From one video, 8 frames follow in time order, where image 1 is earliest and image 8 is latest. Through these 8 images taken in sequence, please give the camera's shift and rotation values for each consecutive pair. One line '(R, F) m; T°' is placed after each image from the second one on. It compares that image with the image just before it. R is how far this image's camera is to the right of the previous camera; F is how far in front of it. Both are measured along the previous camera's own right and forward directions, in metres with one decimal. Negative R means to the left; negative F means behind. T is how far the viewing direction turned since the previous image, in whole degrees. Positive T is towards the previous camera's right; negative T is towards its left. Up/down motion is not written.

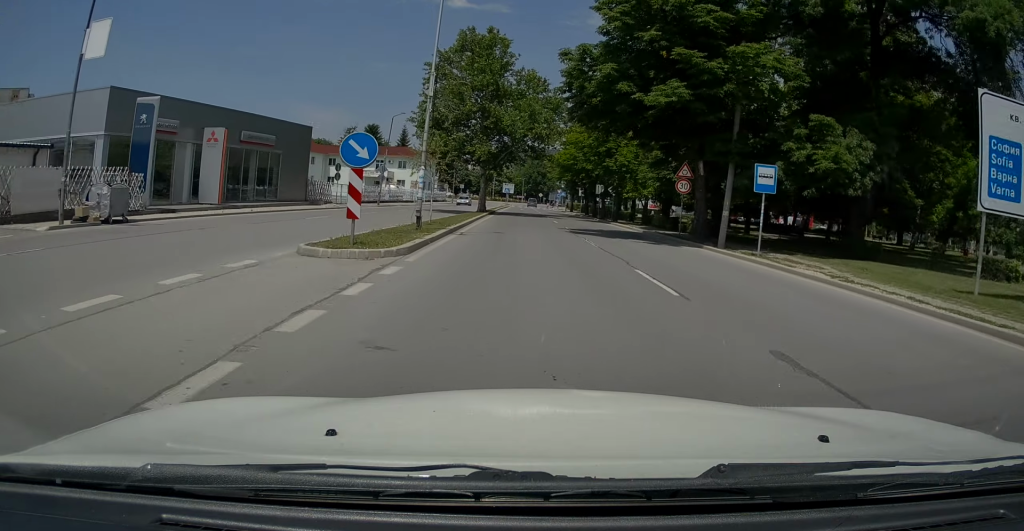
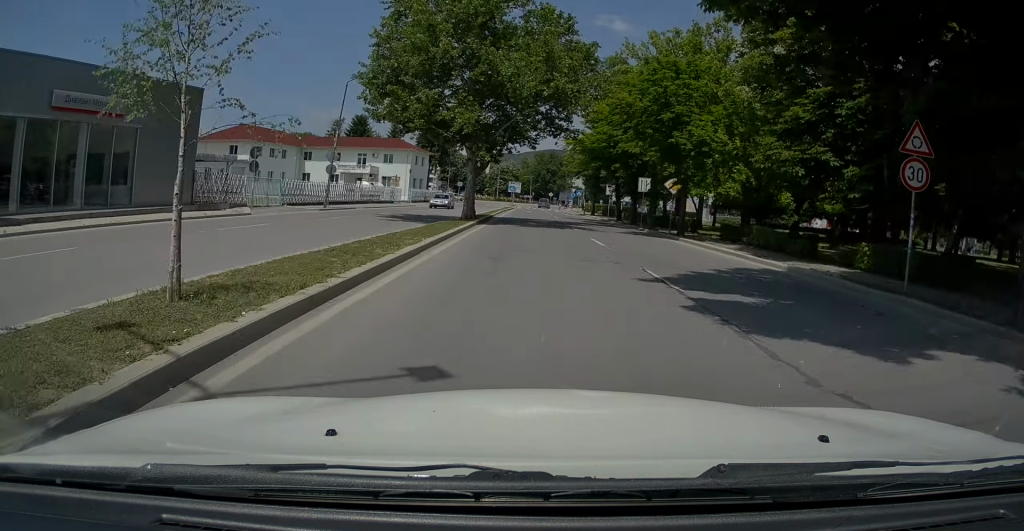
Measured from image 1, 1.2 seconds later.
(-0.1, +17.5) m; -1°
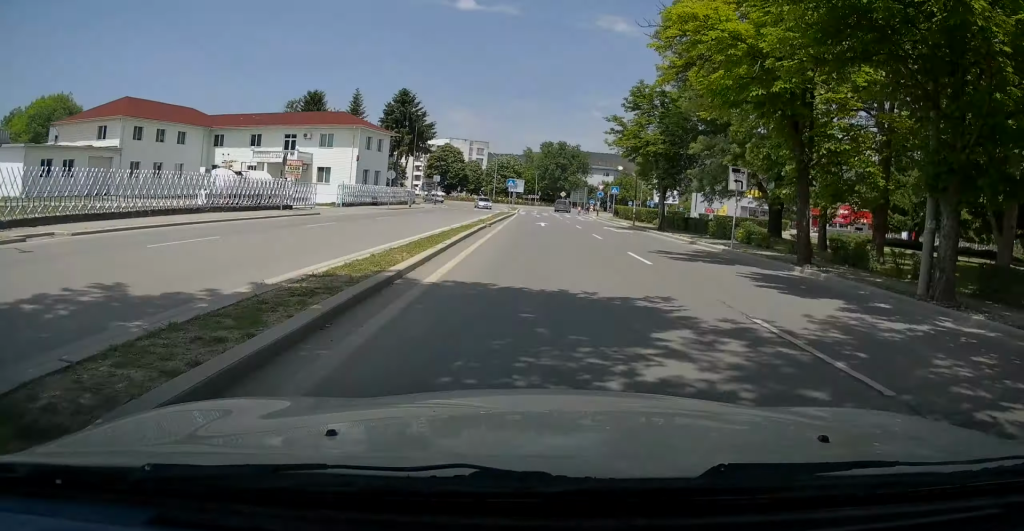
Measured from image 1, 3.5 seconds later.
(-0.6, +31.9) m; -2°
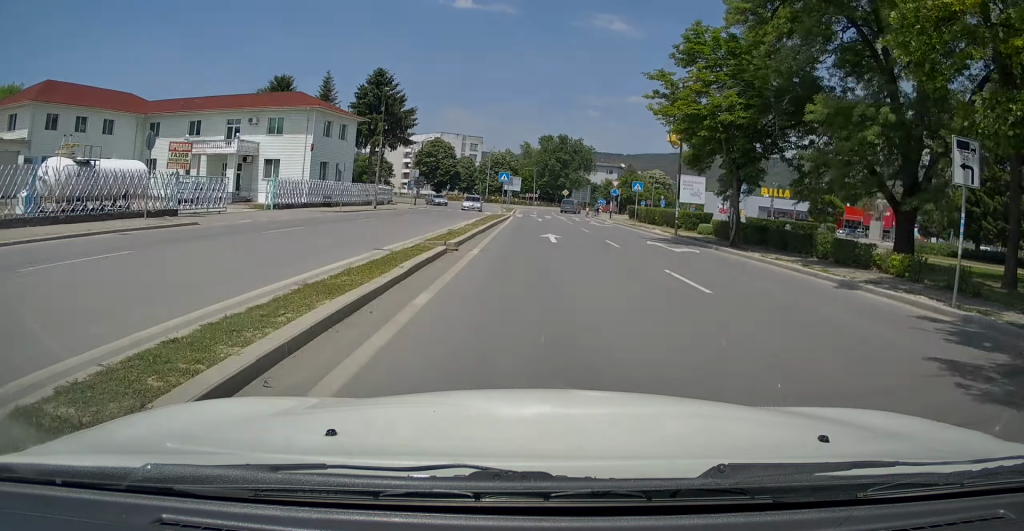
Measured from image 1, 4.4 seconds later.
(0.0, +12.8) m; +1°
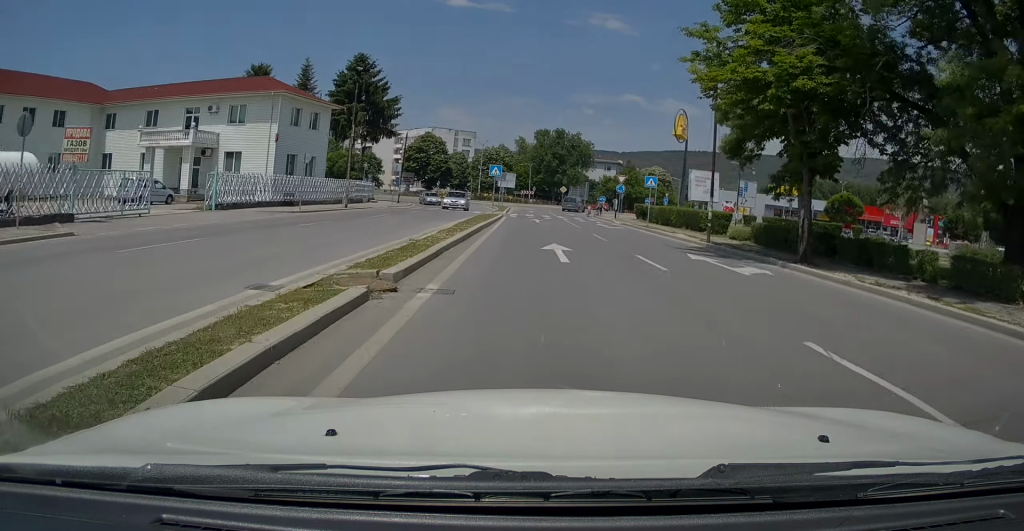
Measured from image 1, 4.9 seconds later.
(0.0, +6.2) m; +1°
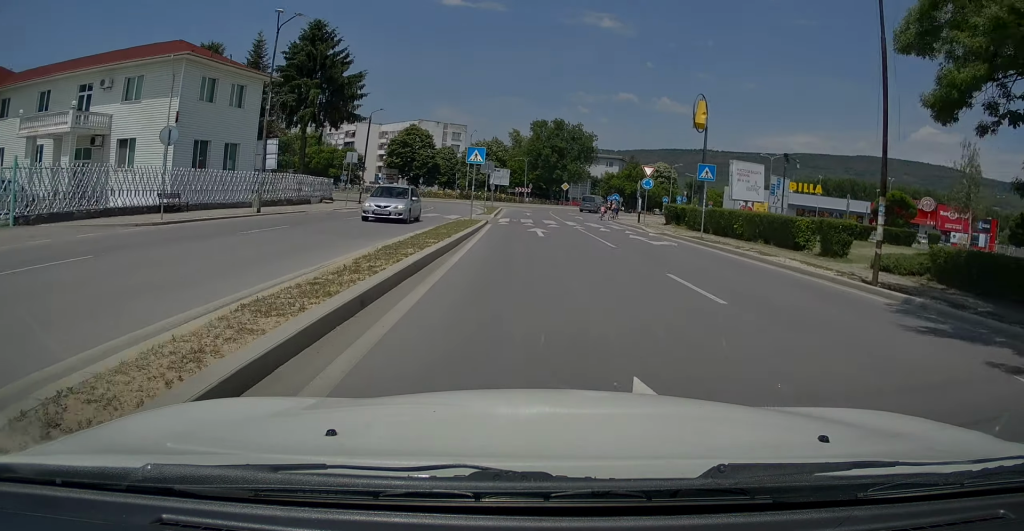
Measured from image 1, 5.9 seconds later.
(+0.3, +12.5) m; +1°
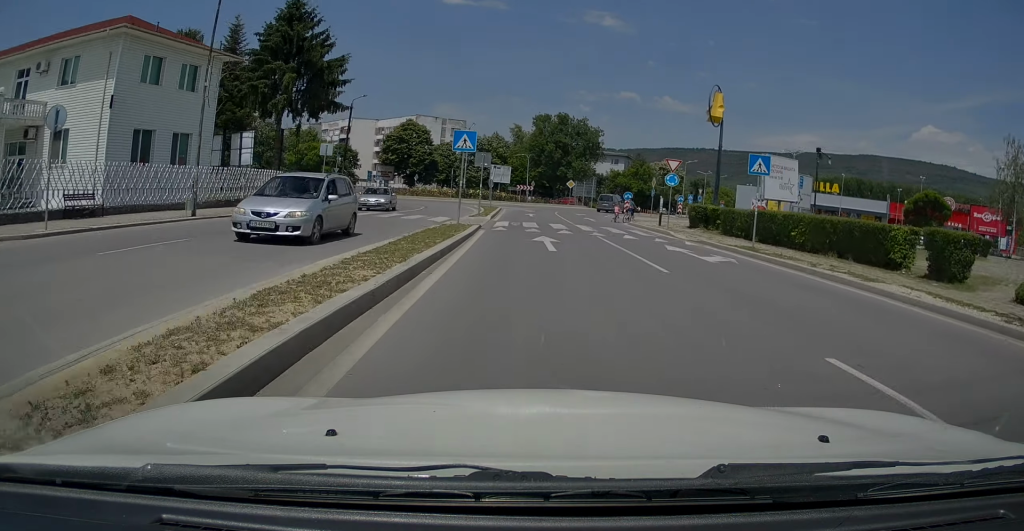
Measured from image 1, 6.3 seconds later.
(+0.1, +5.8) m; 0°
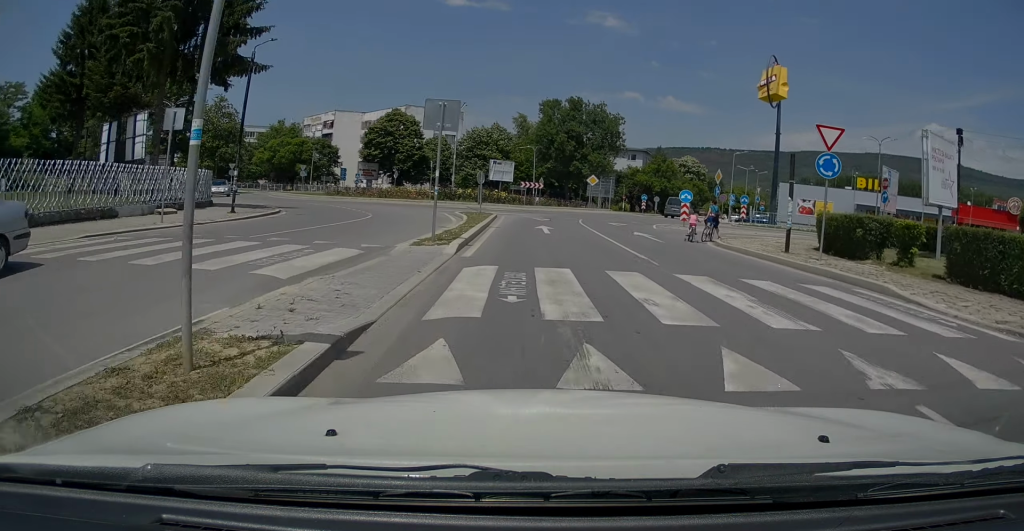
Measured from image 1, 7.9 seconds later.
(-0.2, +16.7) m; 0°
